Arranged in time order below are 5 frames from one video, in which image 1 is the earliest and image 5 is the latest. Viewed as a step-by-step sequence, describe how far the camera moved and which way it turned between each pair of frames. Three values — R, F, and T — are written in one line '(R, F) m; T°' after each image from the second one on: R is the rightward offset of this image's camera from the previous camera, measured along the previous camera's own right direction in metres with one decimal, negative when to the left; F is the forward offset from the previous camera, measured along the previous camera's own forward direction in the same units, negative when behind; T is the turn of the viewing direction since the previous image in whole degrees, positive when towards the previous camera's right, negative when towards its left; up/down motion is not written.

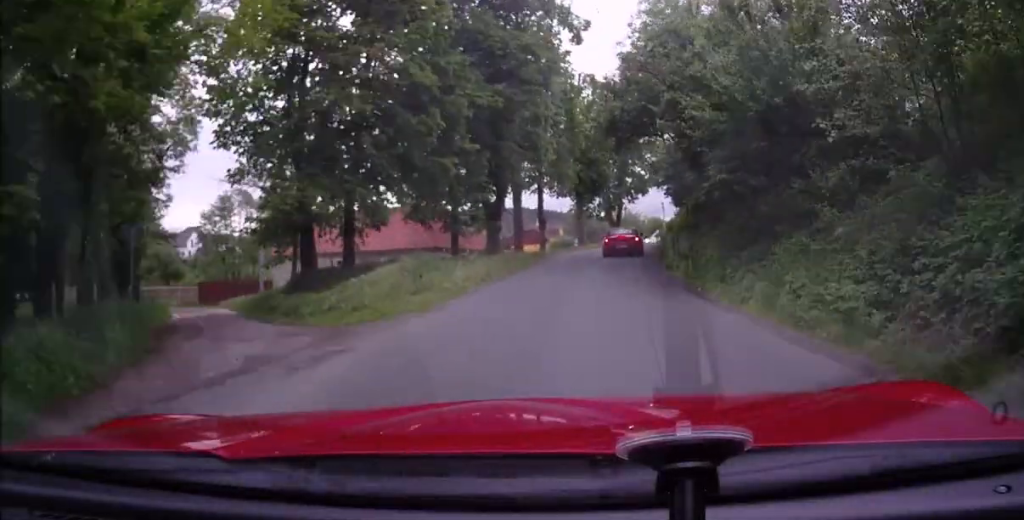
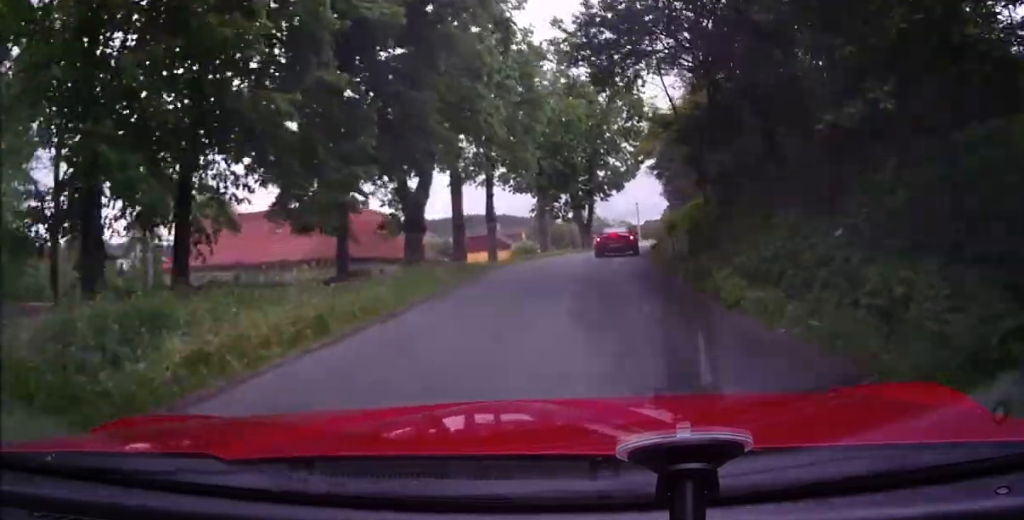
(0.0, +7.4) m; 0°
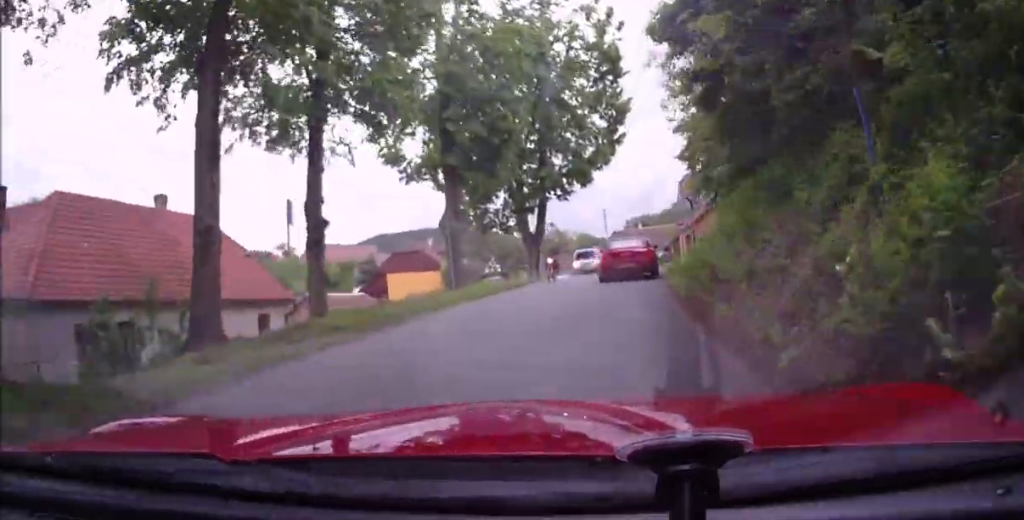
(0.0, +13.6) m; 0°
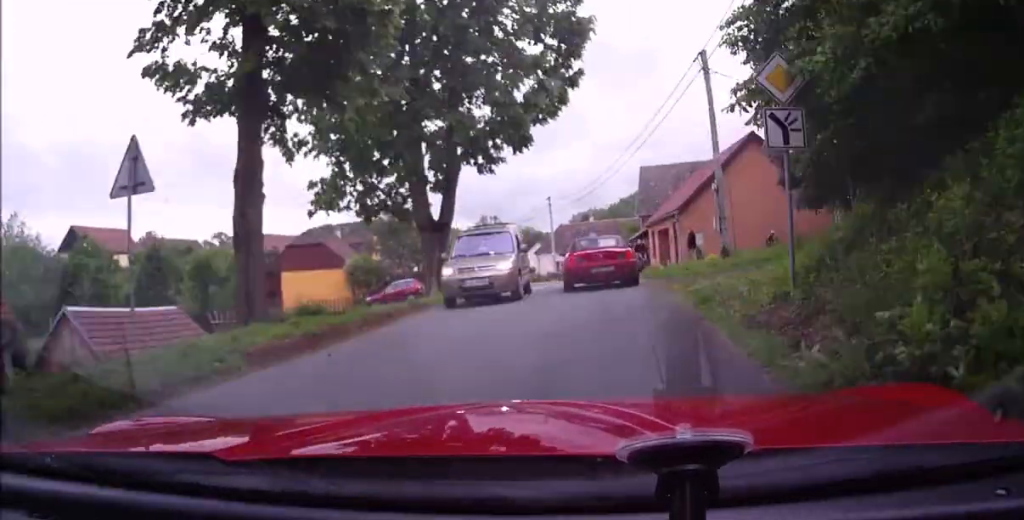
(0.0, +11.3) m; 0°
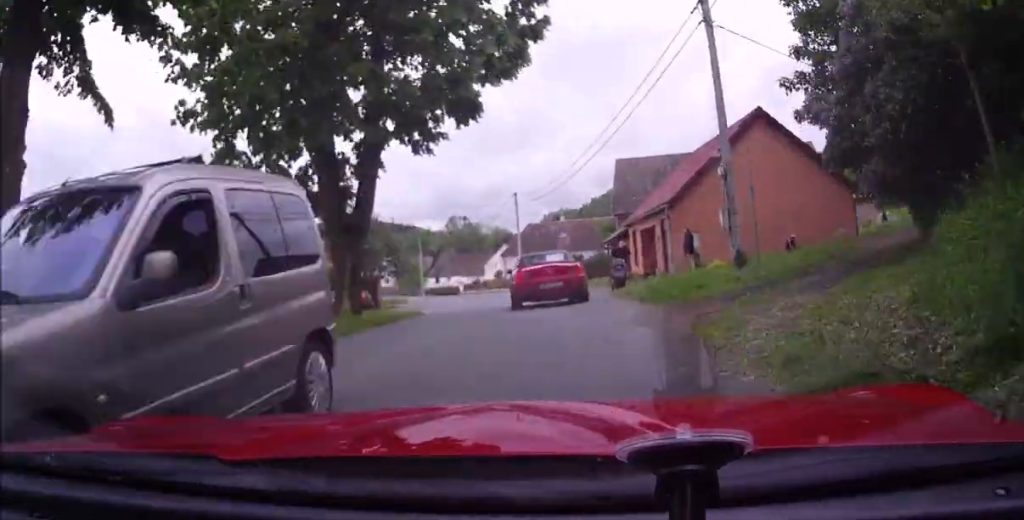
(0.0, +6.5) m; 0°
